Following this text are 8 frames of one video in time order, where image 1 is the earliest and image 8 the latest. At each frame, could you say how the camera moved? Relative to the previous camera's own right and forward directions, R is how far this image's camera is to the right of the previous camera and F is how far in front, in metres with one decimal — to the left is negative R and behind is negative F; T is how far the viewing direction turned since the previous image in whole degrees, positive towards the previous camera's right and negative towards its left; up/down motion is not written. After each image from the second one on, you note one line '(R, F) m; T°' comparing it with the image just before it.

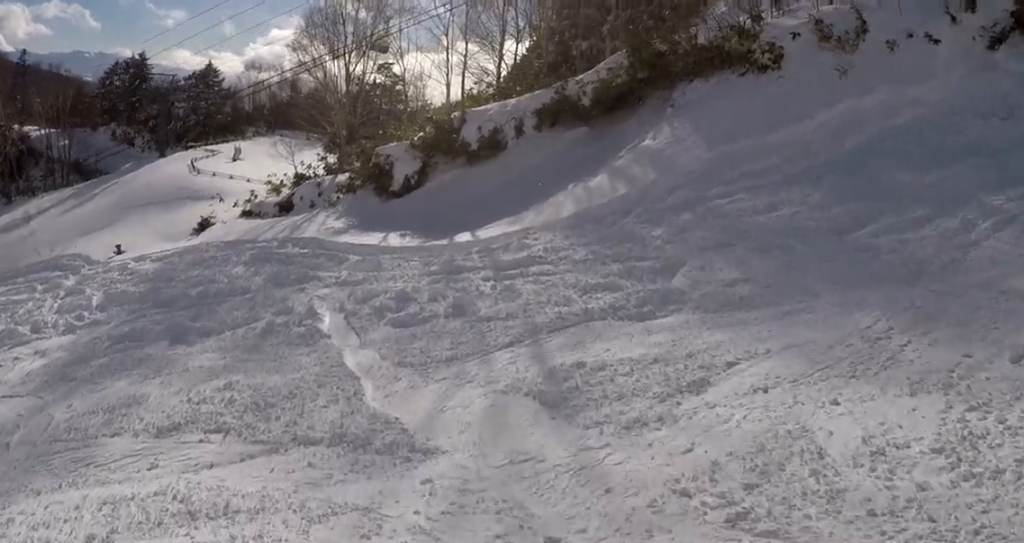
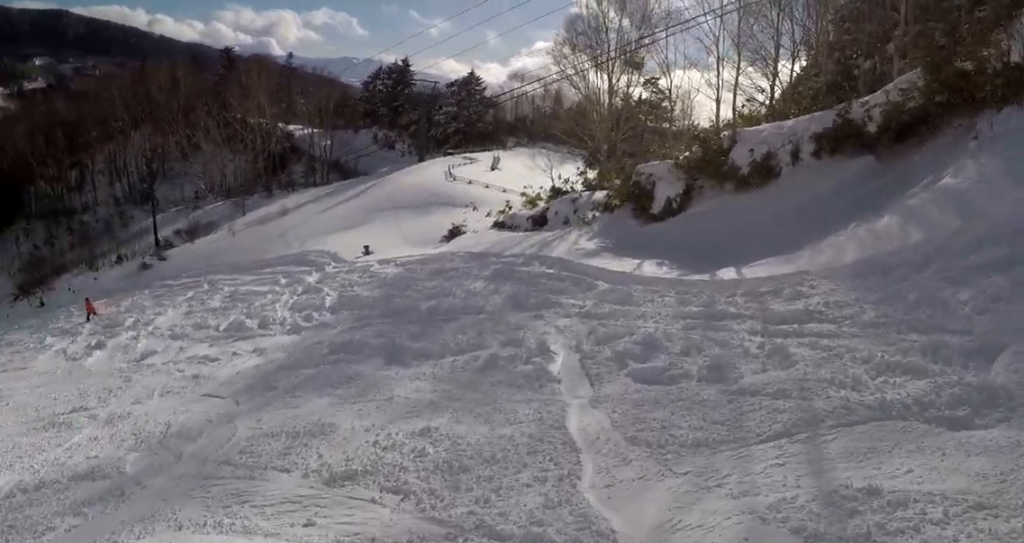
(+0.1, +1.5) m; -6°
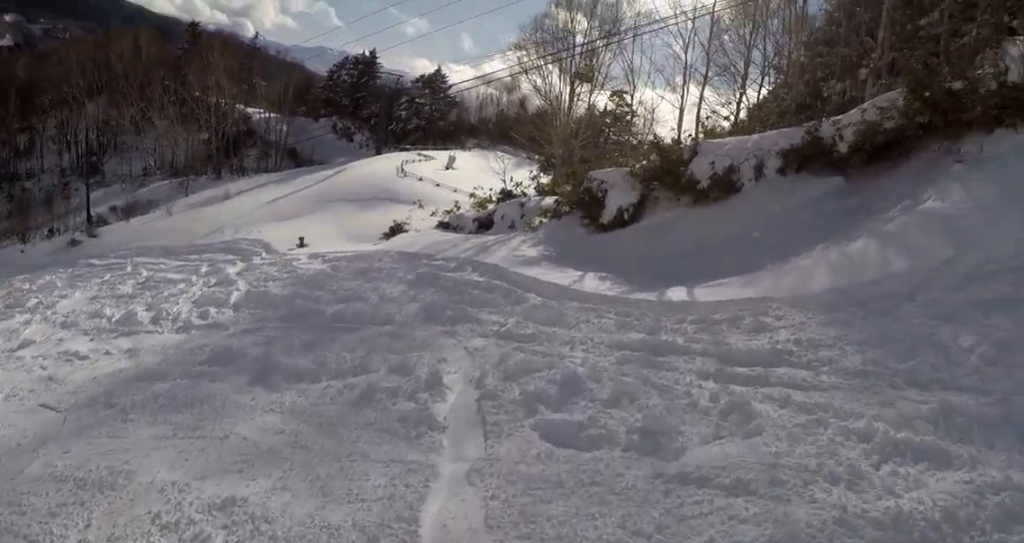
(-0.2, +2.3) m; -13°
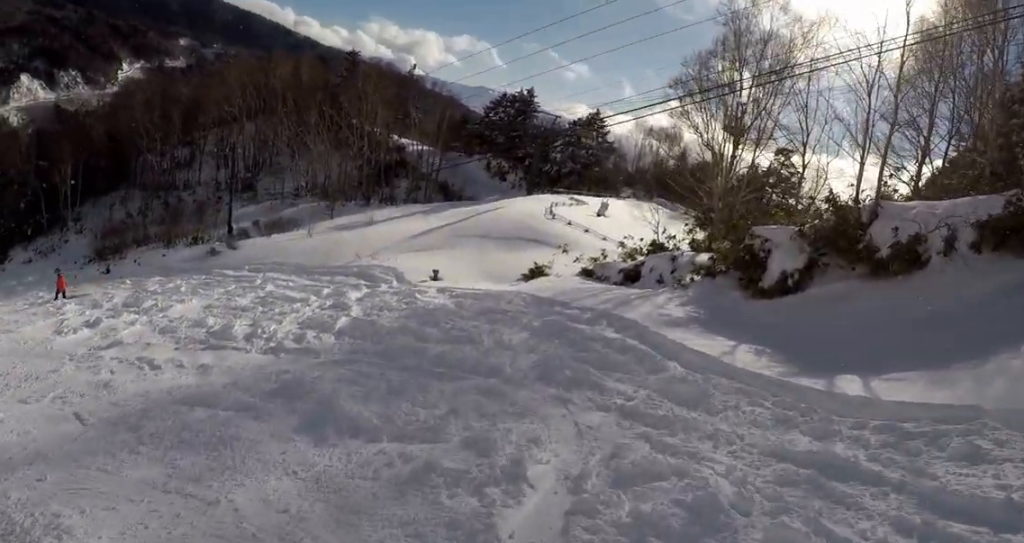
(-0.2, +2.0) m; -13°
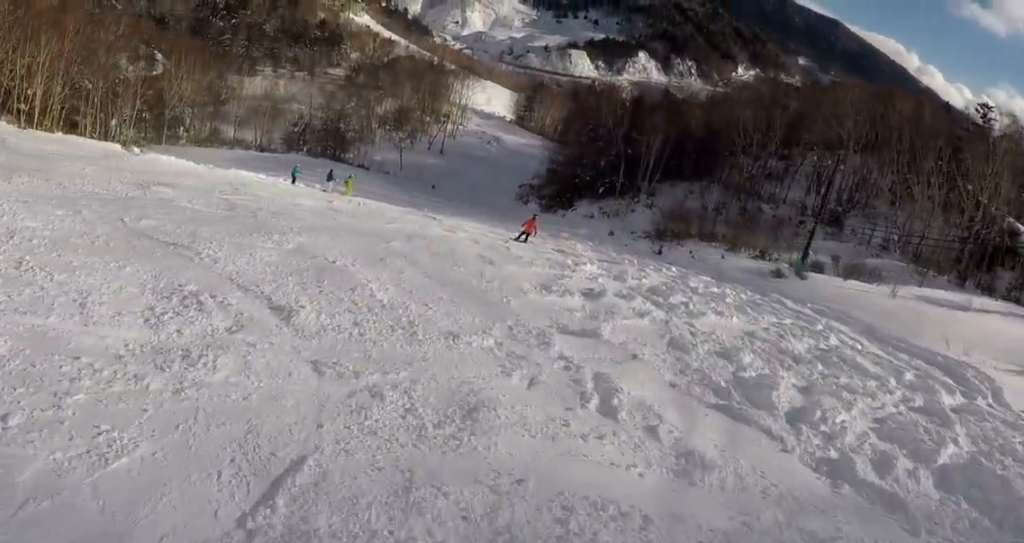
(-1.5, +5.0) m; -36°
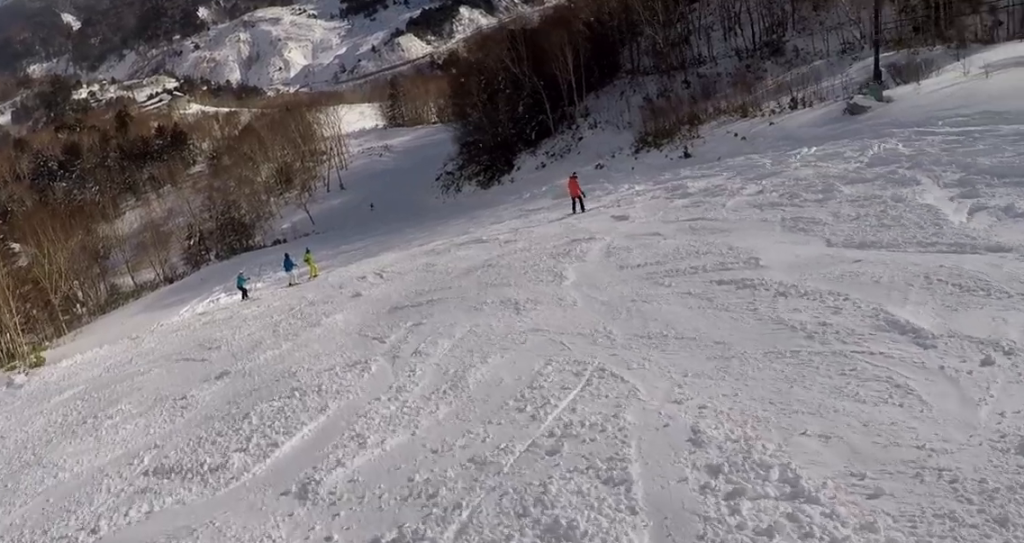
(-3.2, +9.3) m; -18°
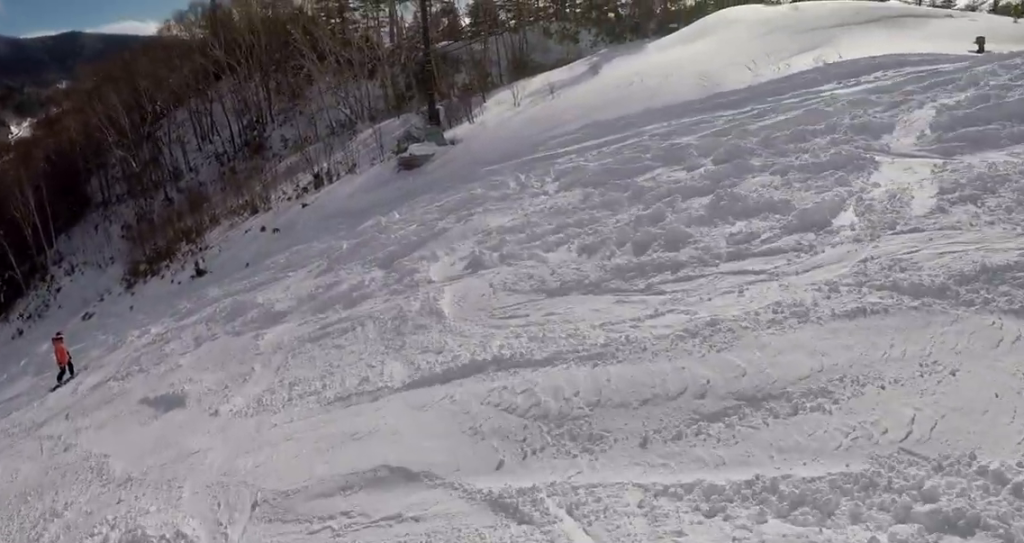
(+2.0, +7.9) m; +40°
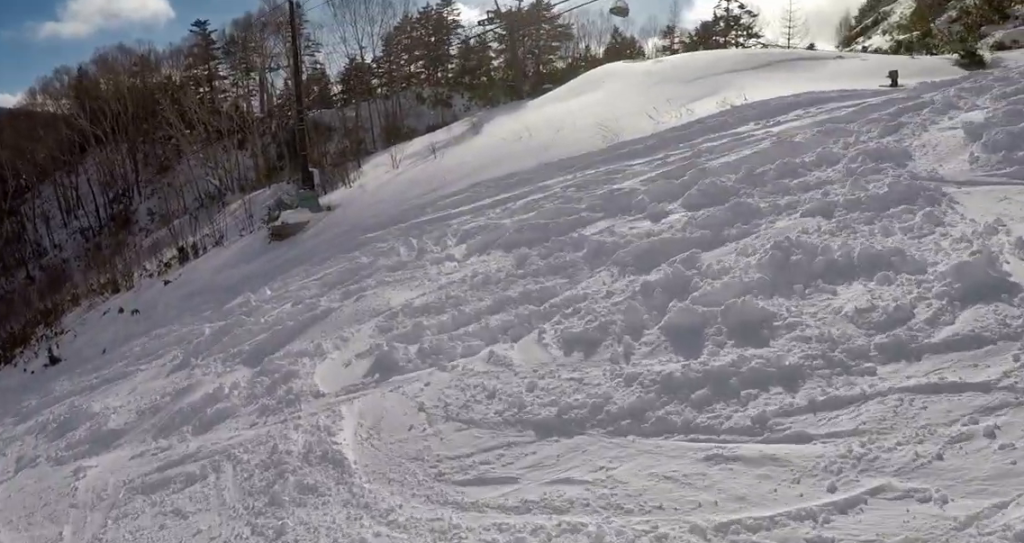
(0.0, +2.1) m; +14°
